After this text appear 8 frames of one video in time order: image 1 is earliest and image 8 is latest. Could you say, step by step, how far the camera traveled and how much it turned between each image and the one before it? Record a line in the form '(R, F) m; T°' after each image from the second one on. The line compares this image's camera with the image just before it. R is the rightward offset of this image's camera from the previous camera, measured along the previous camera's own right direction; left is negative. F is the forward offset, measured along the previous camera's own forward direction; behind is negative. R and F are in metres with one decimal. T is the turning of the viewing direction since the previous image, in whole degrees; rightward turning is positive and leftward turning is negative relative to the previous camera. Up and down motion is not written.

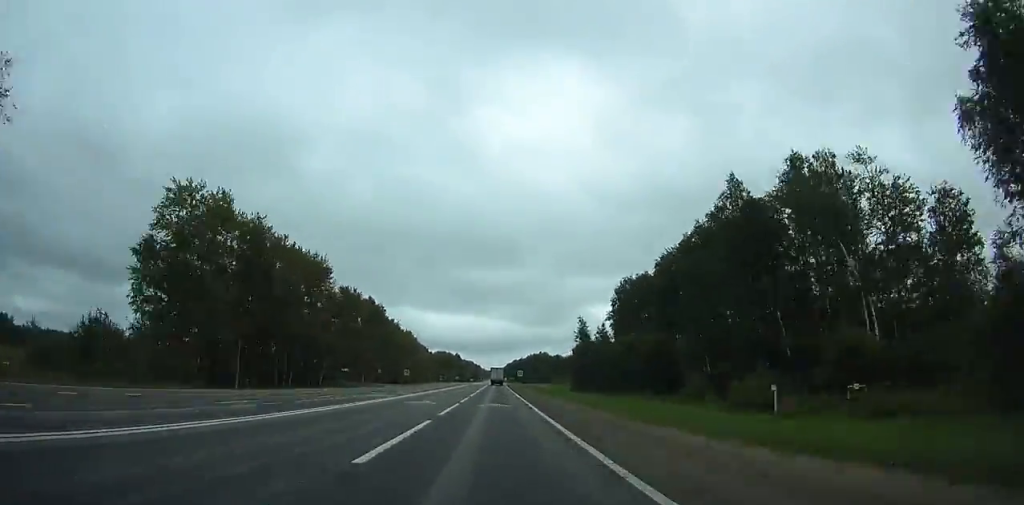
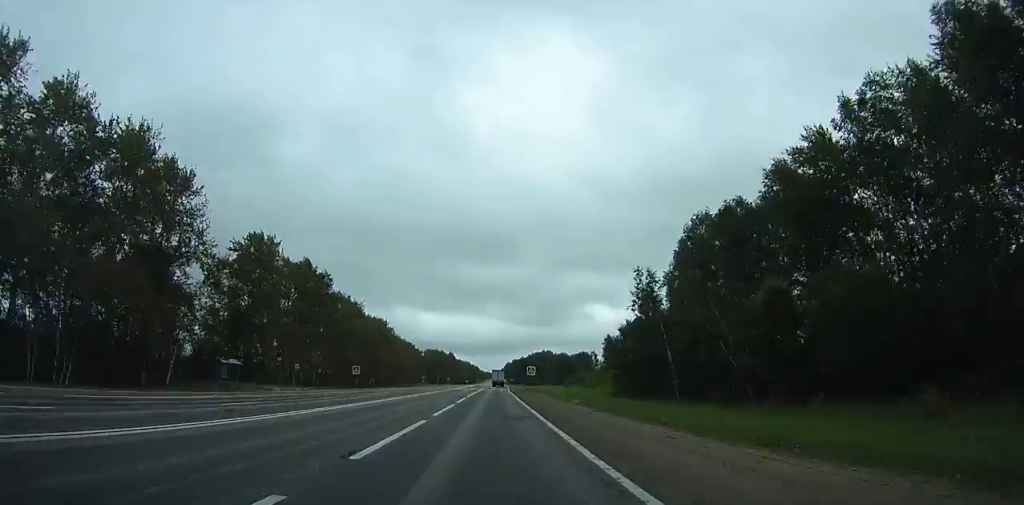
(0.0, +48.0) m; 0°
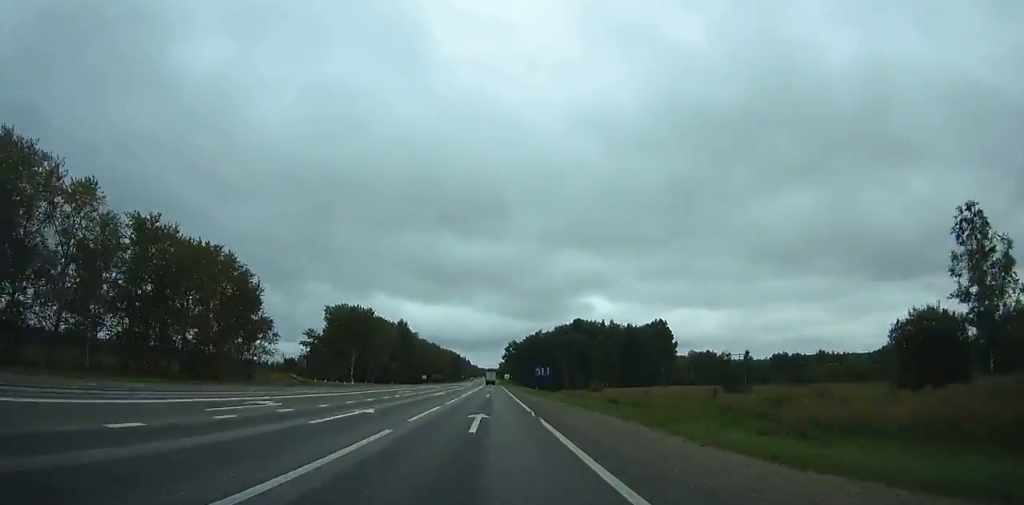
(-0.7, +196.3) m; -1°
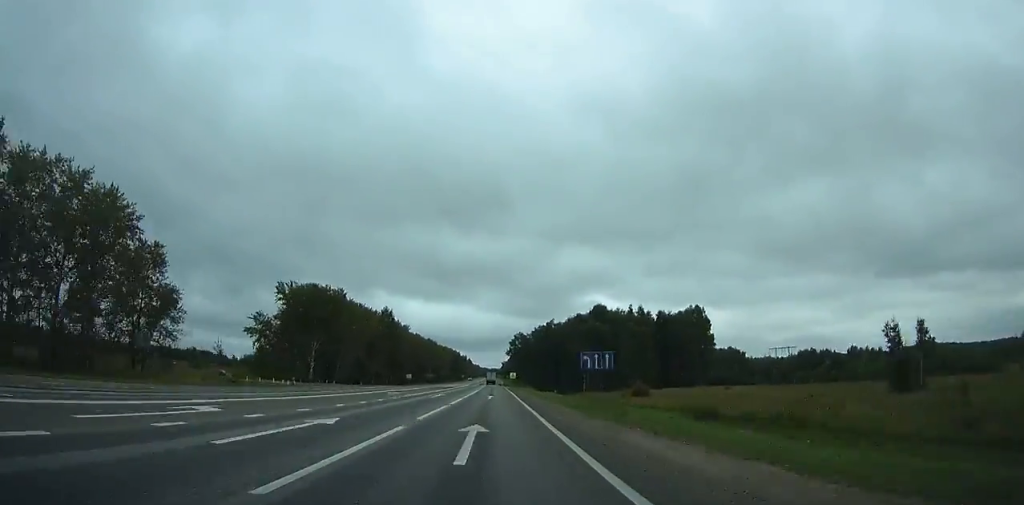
(0.0, +35.1) m; 0°
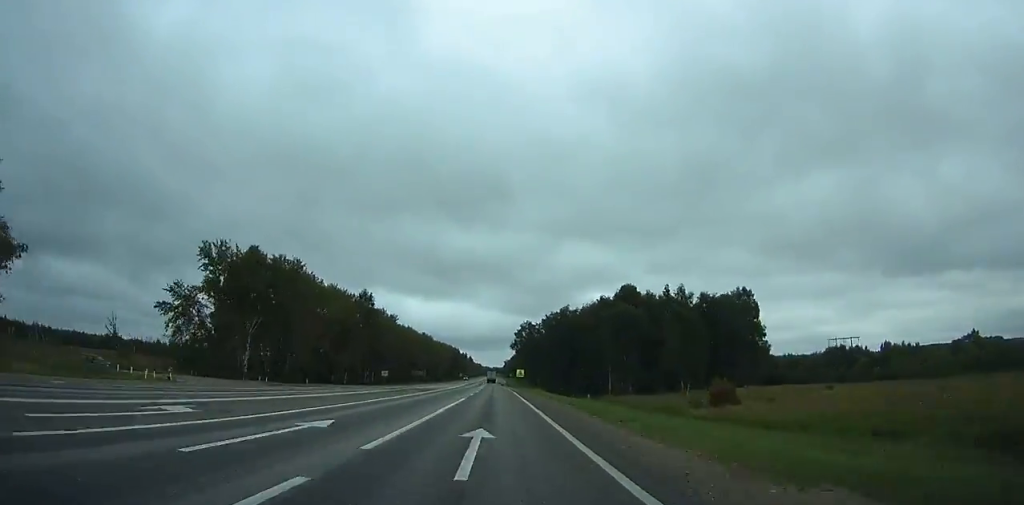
(+0.1, +30.8) m; 0°
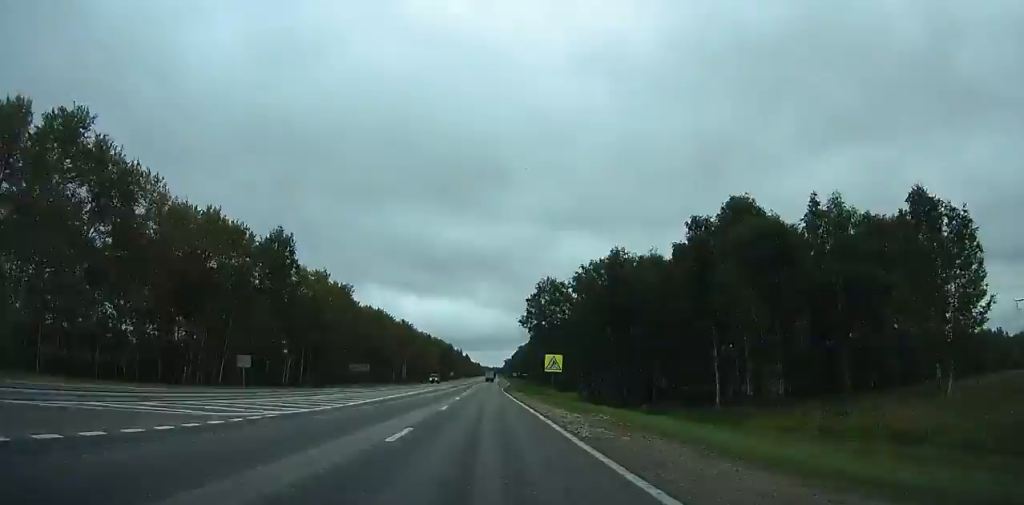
(-0.1, +59.4) m; 0°
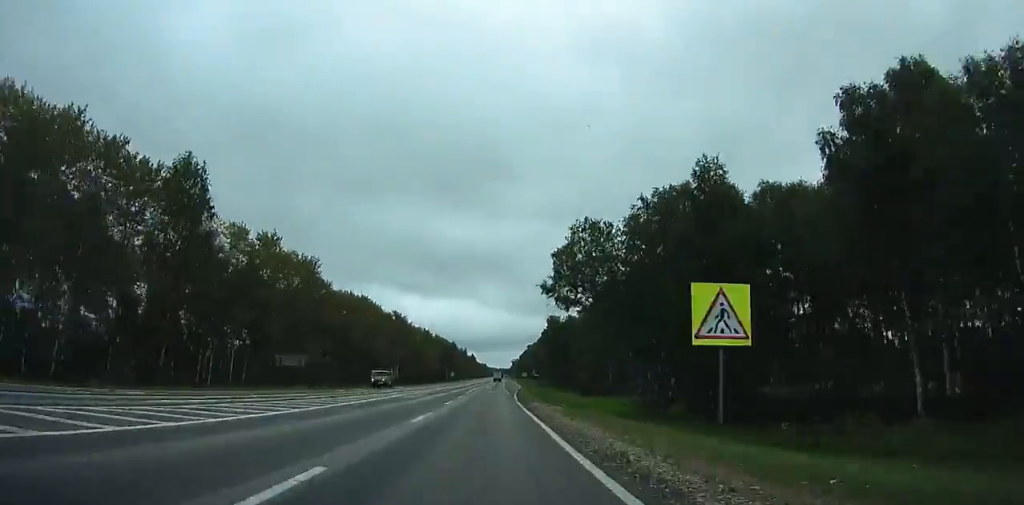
(0.0, +30.7) m; 0°
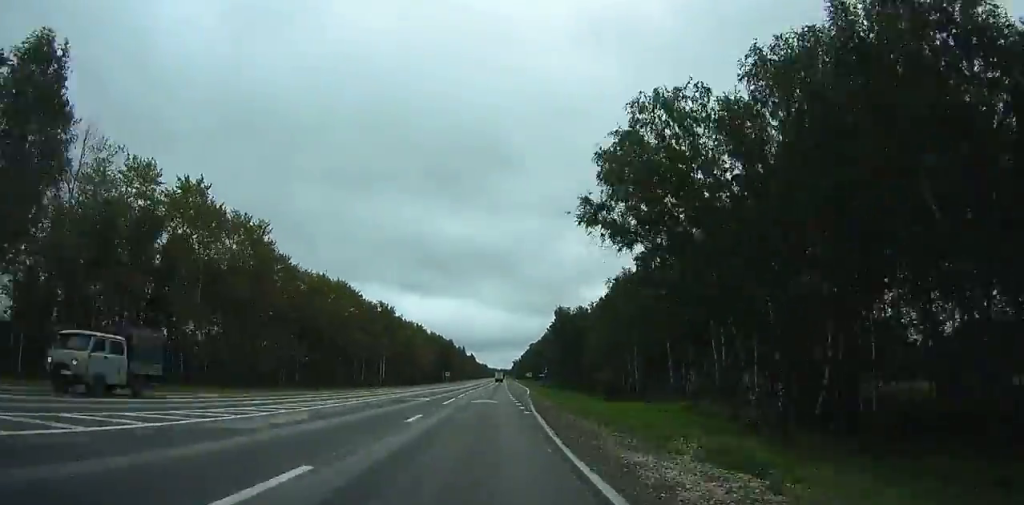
(0.0, +24.6) m; 0°
